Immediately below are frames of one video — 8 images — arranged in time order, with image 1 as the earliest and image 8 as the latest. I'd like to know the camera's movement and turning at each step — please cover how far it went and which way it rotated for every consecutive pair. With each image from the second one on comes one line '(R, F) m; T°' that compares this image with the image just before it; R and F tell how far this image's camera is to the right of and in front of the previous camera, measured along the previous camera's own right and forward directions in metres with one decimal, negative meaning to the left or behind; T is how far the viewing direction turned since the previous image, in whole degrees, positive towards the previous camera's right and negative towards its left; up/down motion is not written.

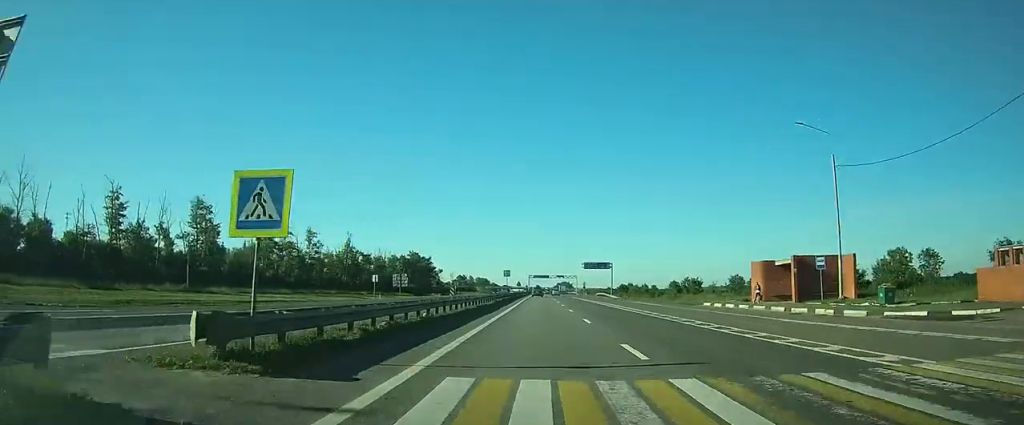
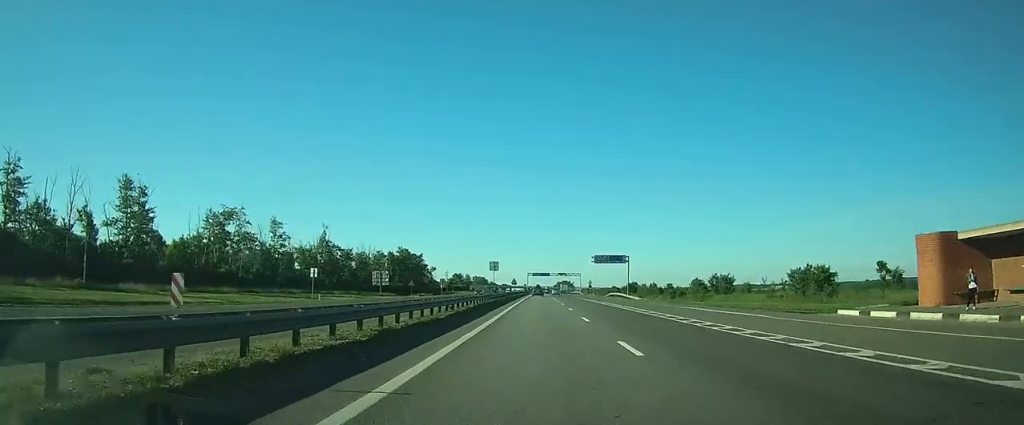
(0.0, +23.1) m; 0°
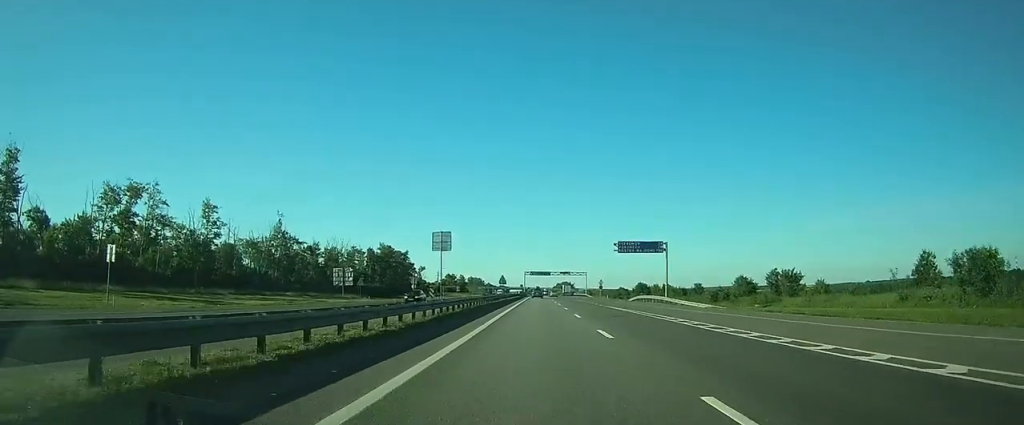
(+0.1, +31.0) m; 0°
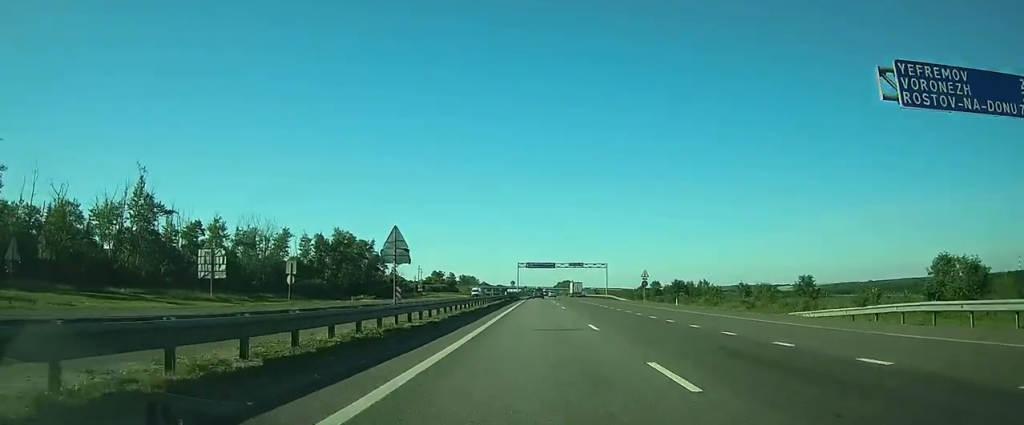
(+0.2, +55.8) m; +1°
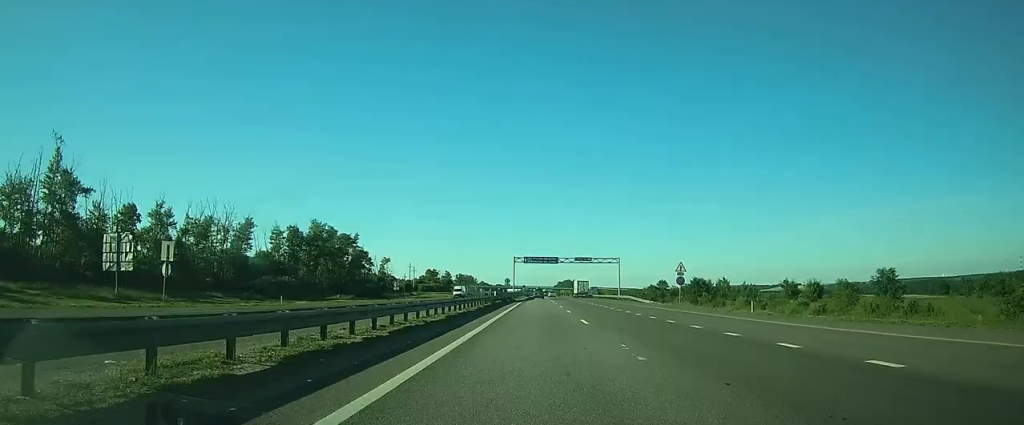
(0.0, +20.1) m; 0°
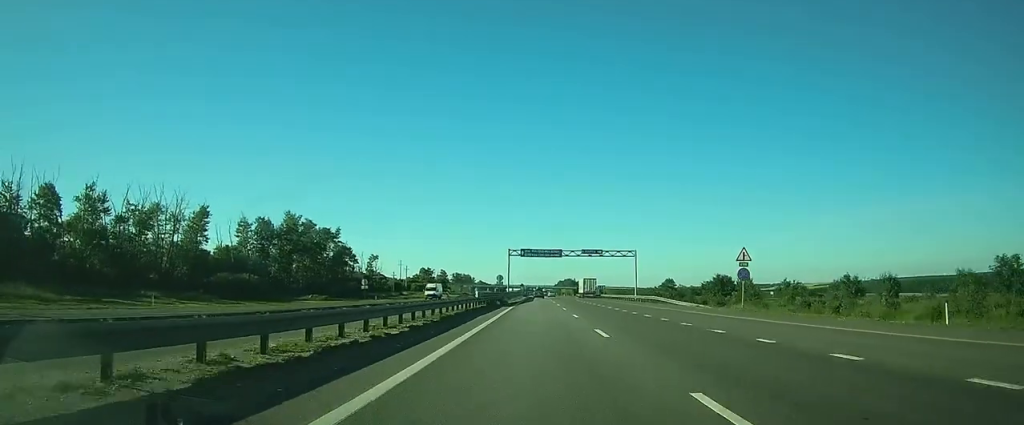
(+0.1, +18.5) m; 0°
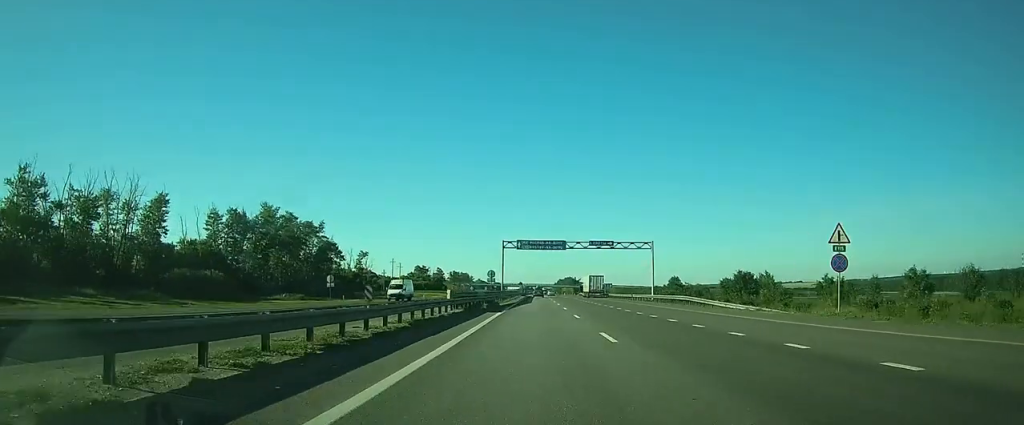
(-0.1, +13.7) m; 0°
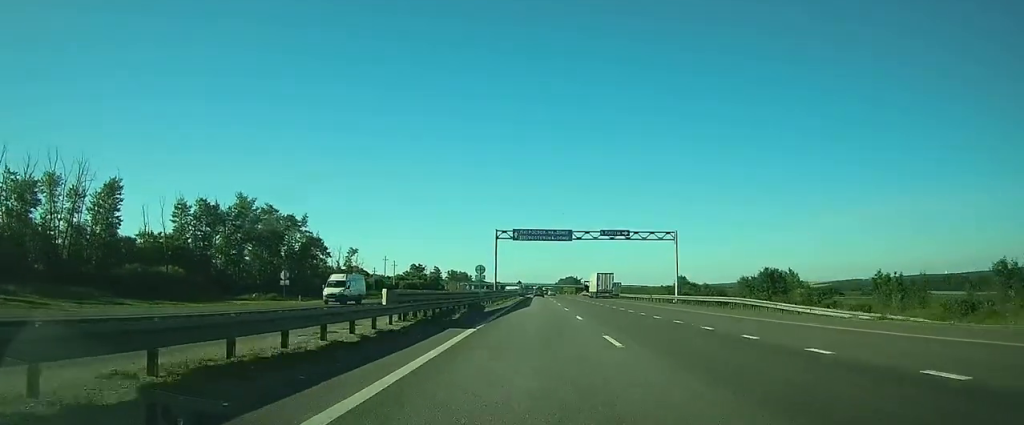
(0.0, +12.9) m; 0°
